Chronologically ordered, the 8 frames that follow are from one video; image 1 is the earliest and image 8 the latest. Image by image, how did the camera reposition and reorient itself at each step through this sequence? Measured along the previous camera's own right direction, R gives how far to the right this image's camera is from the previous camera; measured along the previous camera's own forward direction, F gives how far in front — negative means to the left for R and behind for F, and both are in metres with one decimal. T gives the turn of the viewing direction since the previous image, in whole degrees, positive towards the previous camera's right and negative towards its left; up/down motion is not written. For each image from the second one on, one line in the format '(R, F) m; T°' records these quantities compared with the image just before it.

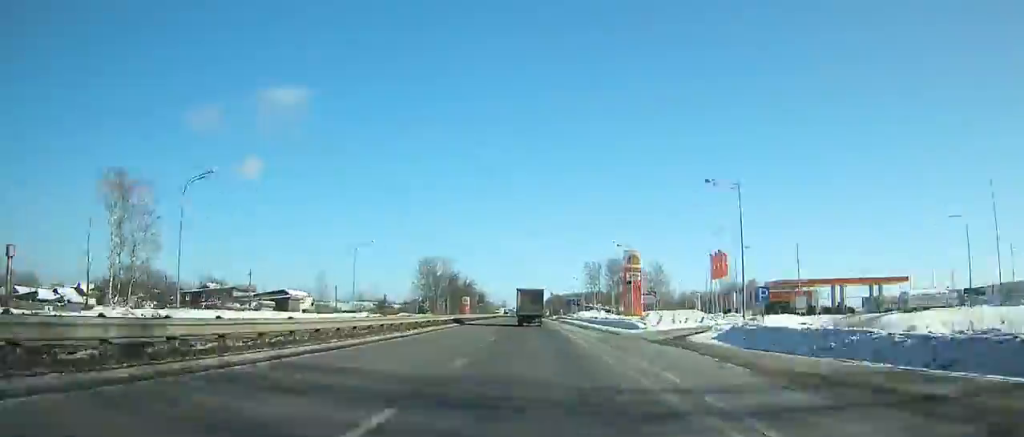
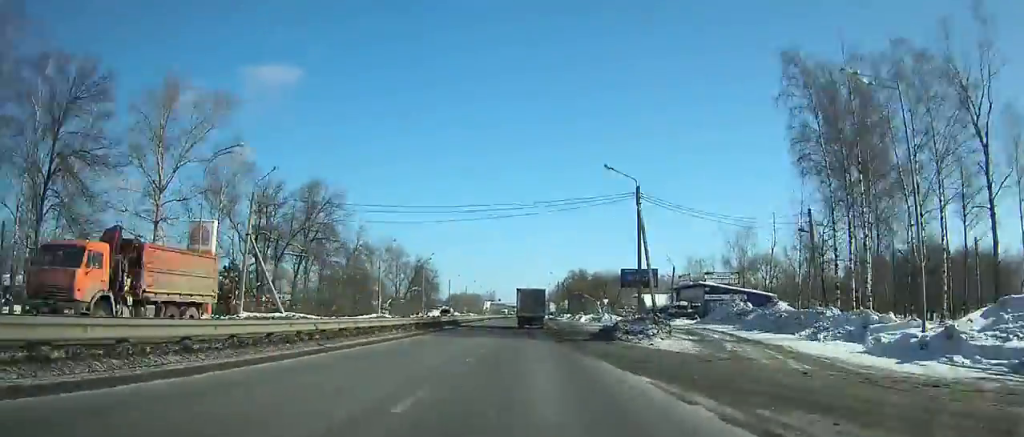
(+5.7, +156.9) m; +2°
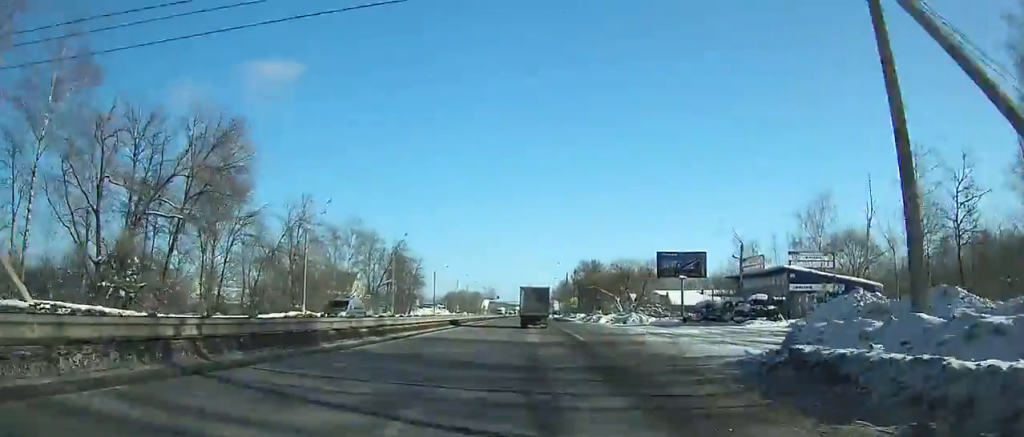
(+2.2, +25.3) m; -2°
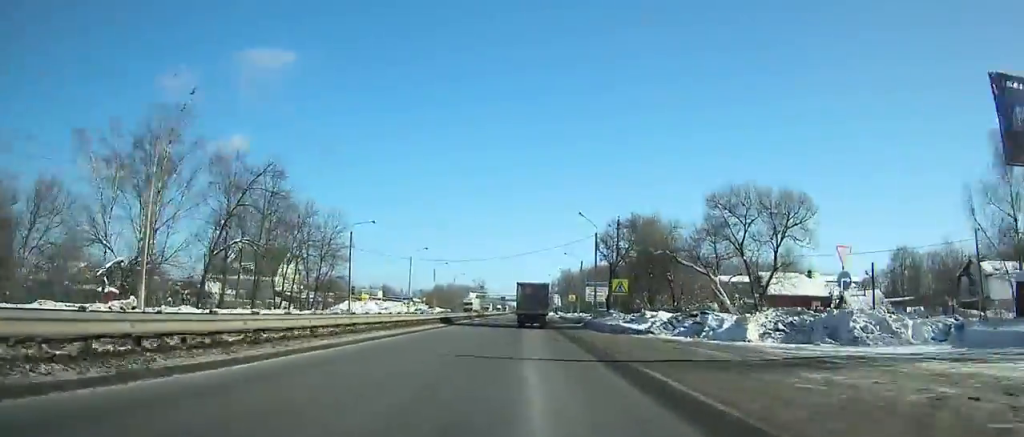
(-9.1, +52.3) m; -5°
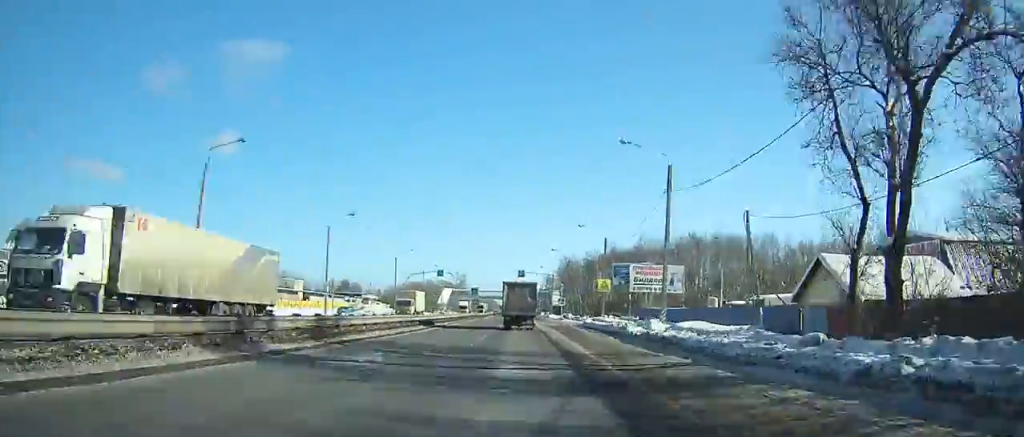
(+4.5, +59.4) m; +5°
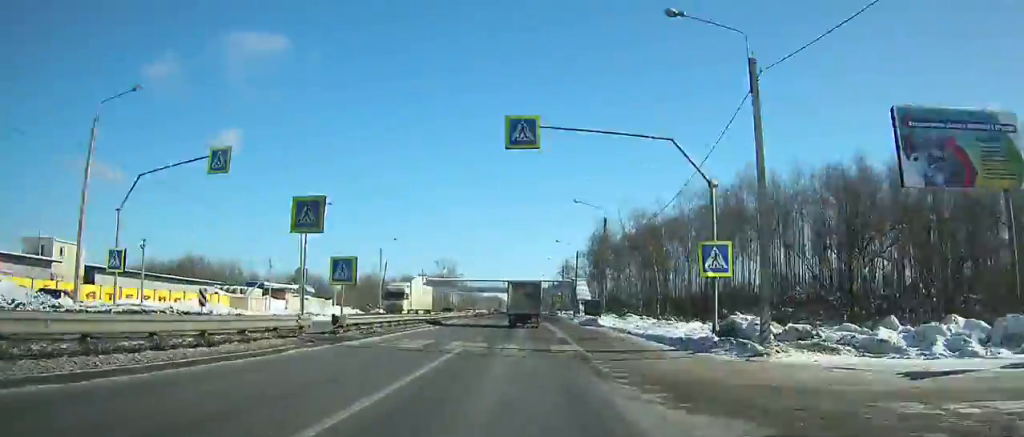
(+0.6, +70.7) m; 0°
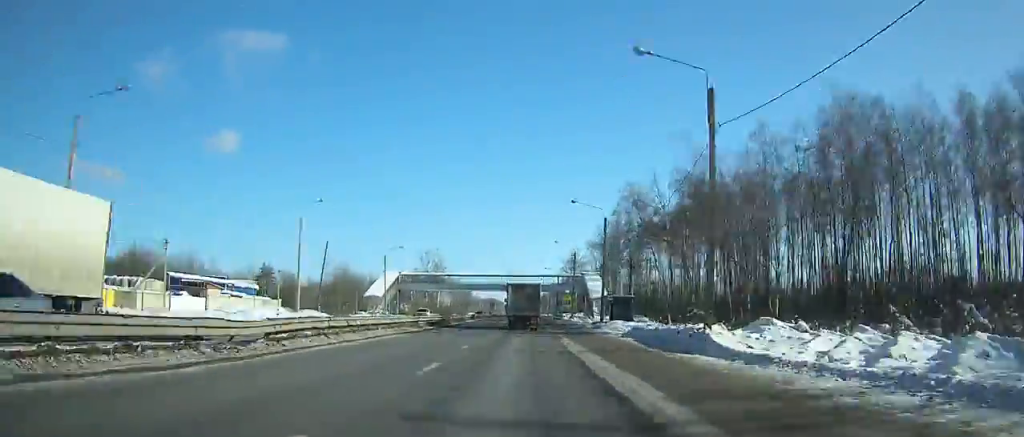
(-0.1, +29.4) m; 0°
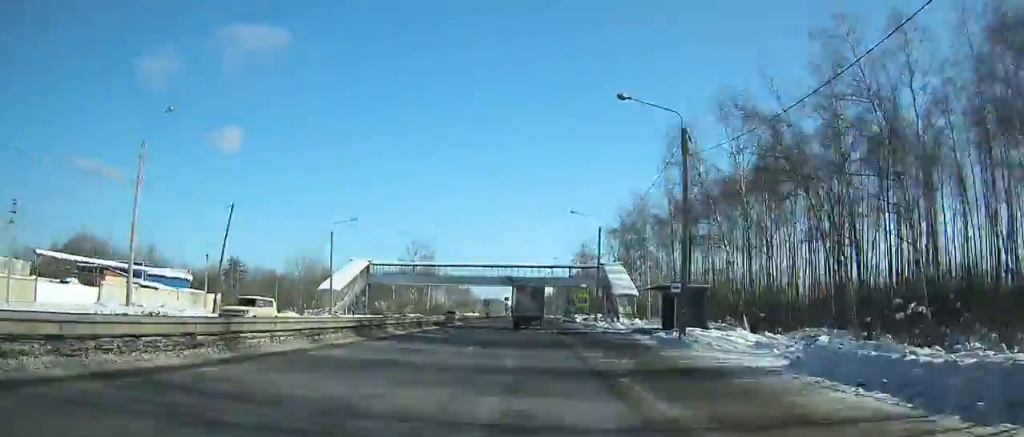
(0.0, +23.8) m; 0°
